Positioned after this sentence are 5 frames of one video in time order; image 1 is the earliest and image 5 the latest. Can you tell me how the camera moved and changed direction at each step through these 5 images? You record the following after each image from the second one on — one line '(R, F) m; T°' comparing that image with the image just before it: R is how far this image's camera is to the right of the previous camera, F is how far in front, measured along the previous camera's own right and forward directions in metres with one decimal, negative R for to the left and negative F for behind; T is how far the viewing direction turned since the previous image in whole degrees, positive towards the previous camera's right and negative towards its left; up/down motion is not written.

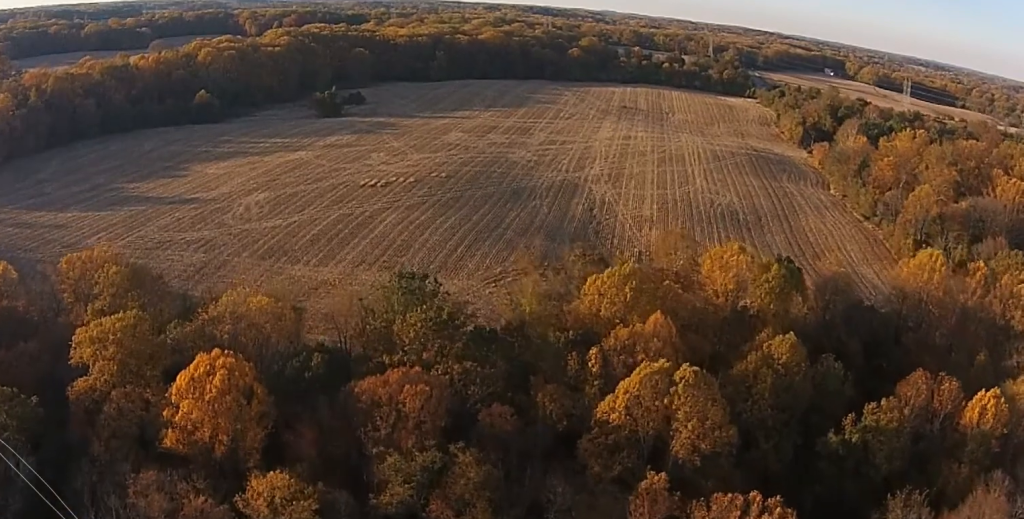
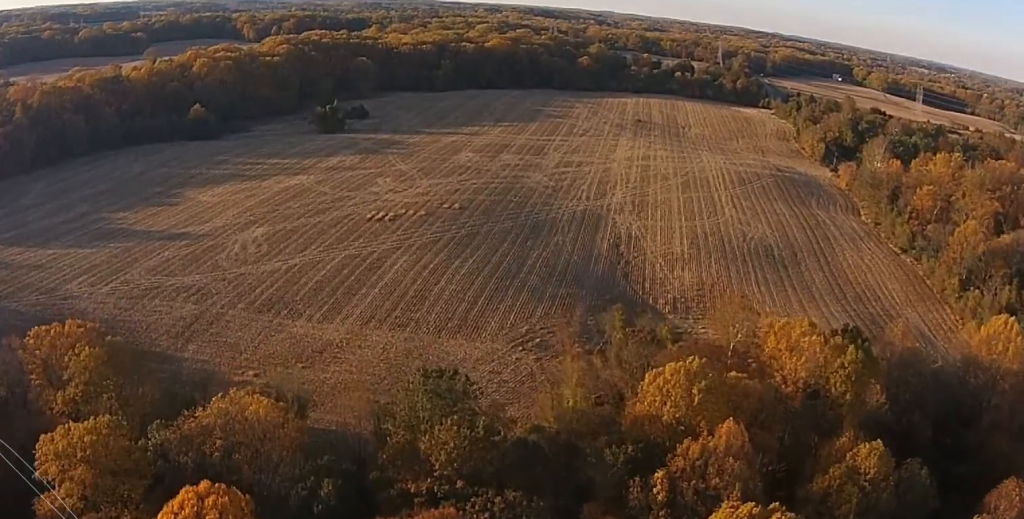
(+0.2, +27.8) m; 0°
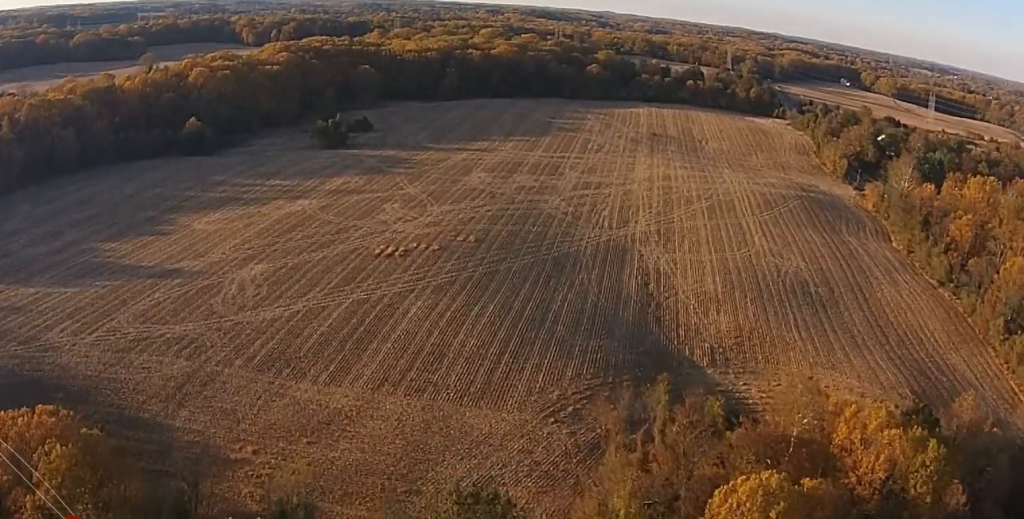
(0.0, +25.1) m; 0°
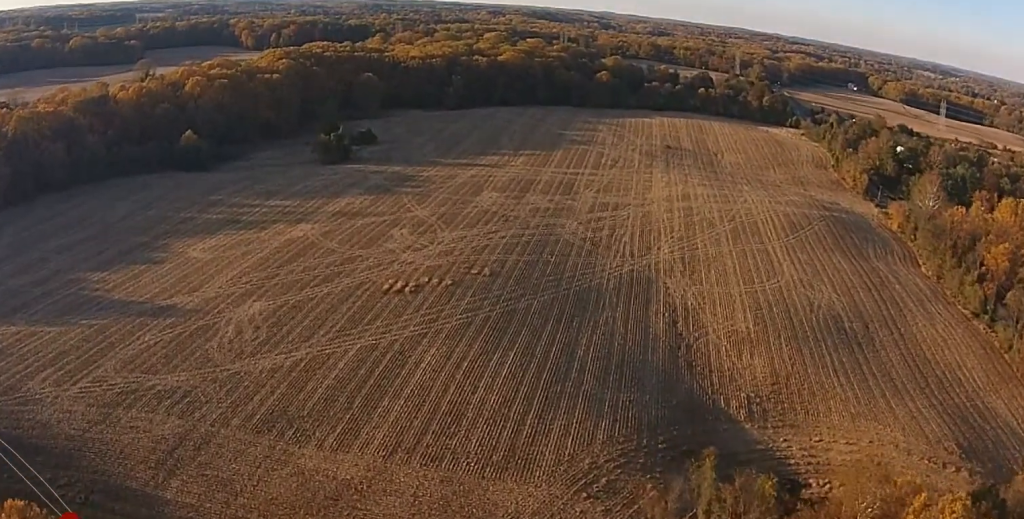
(0.0, +21.8) m; 0°
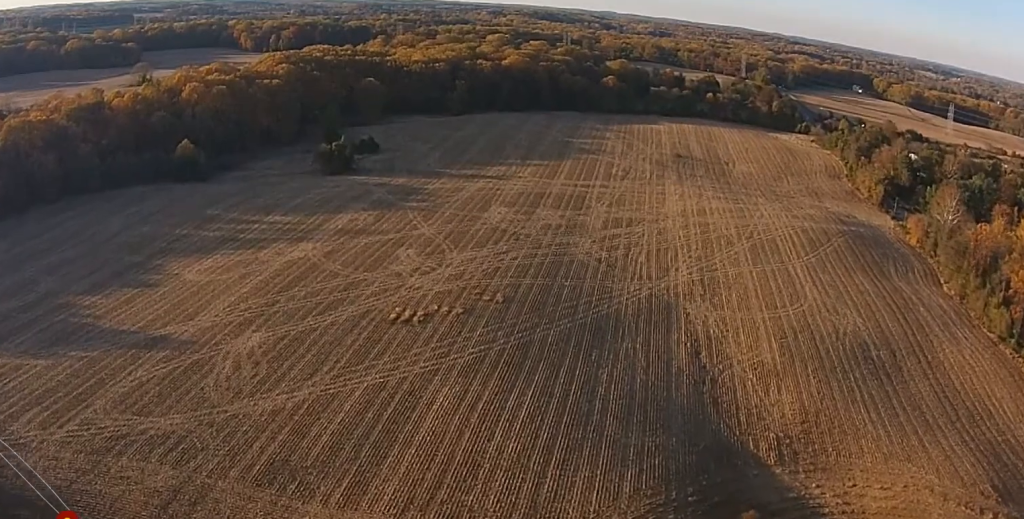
(0.0, +16.3) m; 0°
